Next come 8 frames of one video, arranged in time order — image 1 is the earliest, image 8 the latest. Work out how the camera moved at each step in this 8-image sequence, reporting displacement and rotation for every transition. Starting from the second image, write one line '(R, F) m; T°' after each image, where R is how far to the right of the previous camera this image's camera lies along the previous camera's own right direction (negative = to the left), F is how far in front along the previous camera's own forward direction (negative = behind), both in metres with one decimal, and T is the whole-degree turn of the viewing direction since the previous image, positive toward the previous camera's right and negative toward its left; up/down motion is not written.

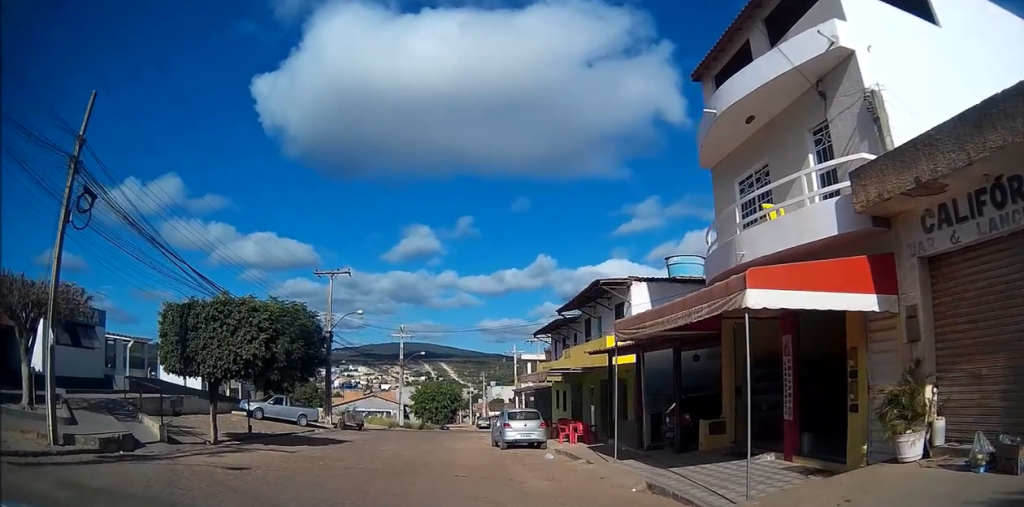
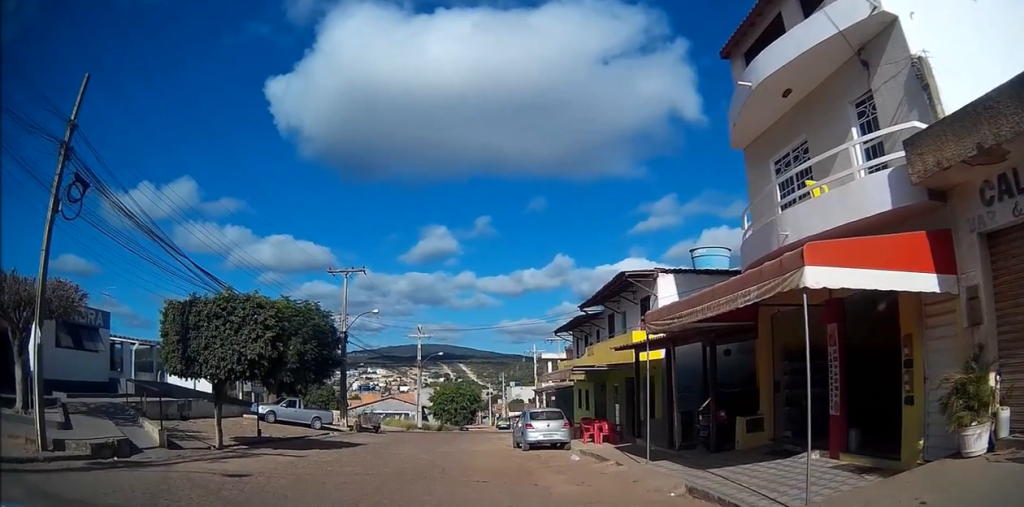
(-0.1, +1.2) m; -2°
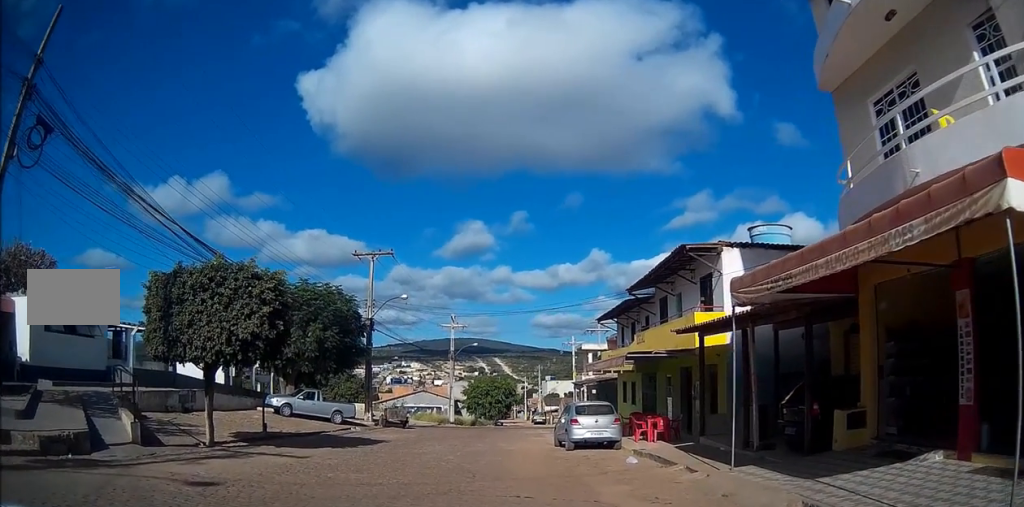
(-0.2, +3.8) m; -2°
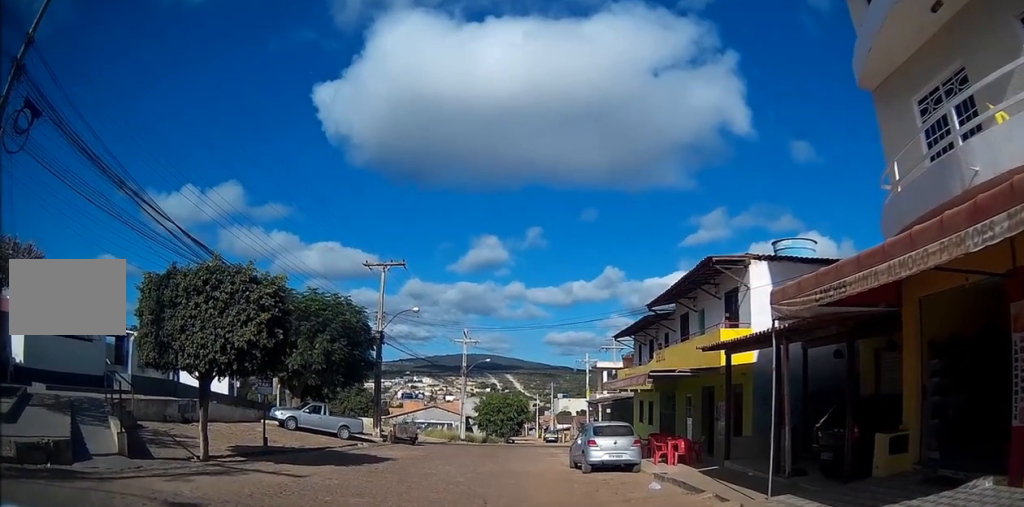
(0.0, +1.6) m; 0°
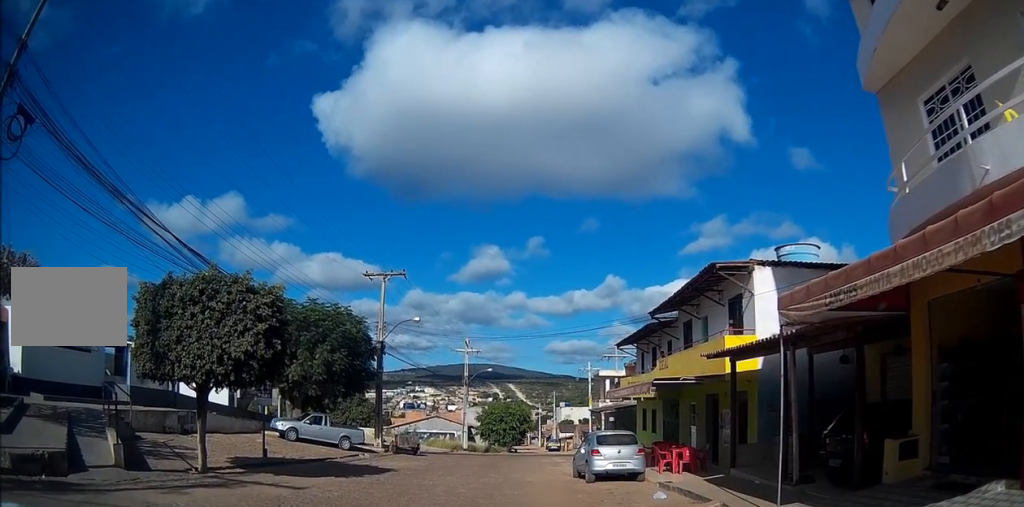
(0.0, +0.8) m; 0°
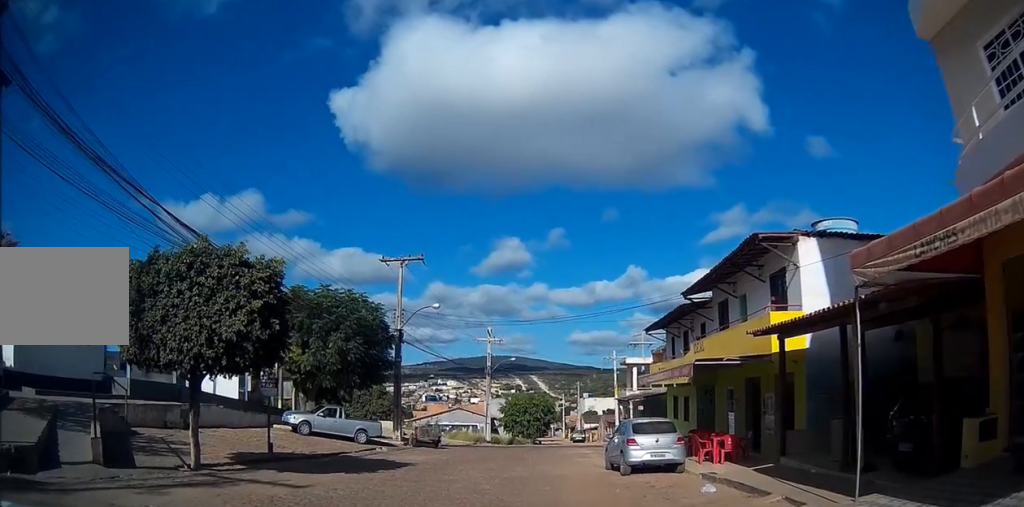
(-0.1, +1.4) m; 0°
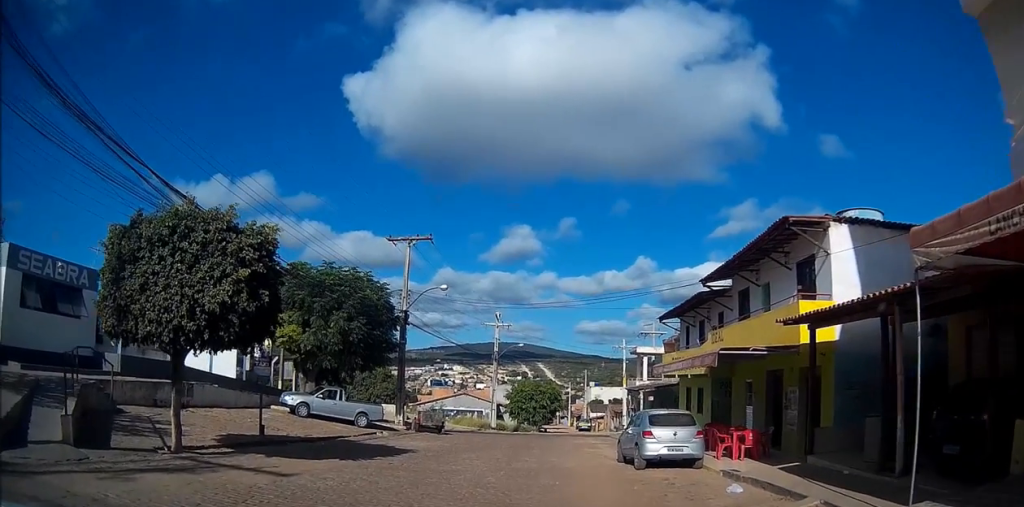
(-0.2, +0.6) m; 0°
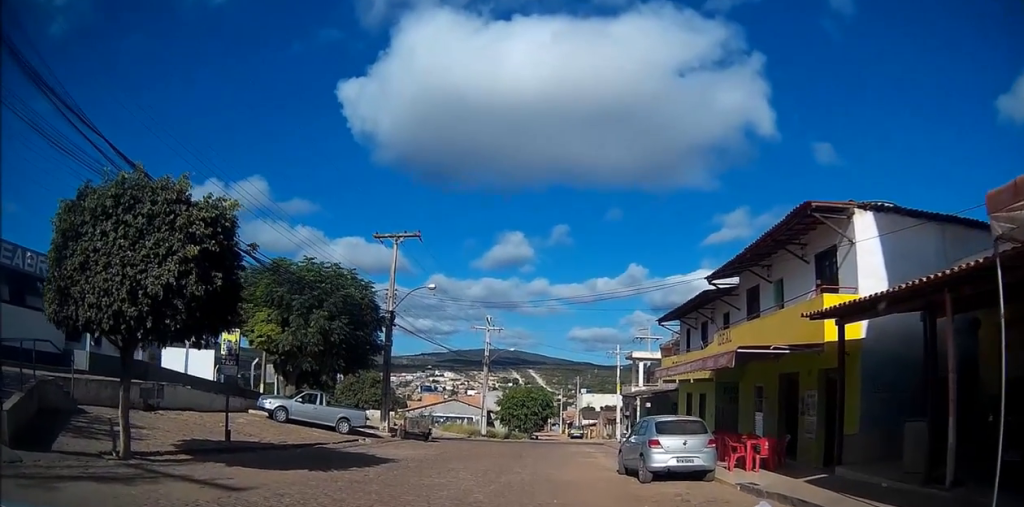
(0.0, +1.1) m; +2°
